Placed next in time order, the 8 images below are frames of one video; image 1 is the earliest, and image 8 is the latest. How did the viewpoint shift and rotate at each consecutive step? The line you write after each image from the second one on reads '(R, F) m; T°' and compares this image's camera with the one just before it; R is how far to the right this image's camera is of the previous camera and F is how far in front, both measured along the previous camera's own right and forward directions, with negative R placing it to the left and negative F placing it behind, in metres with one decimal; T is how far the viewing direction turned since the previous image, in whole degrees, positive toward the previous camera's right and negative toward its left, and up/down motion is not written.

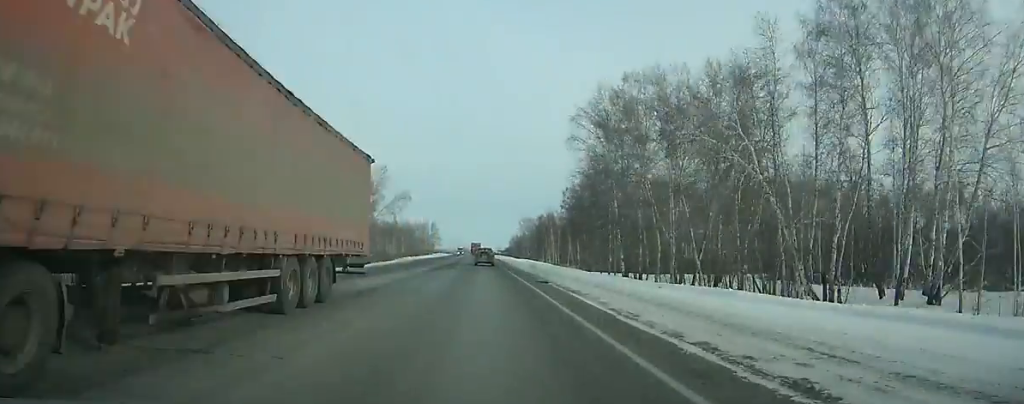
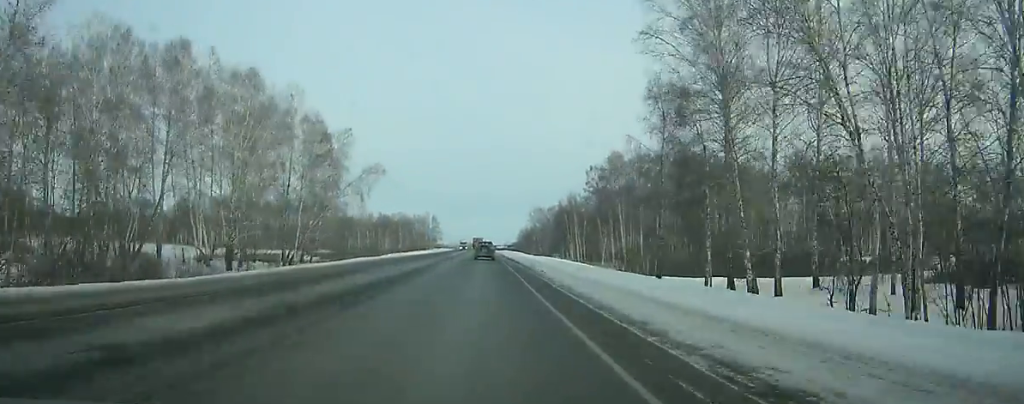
(+0.1, +34.3) m; 0°
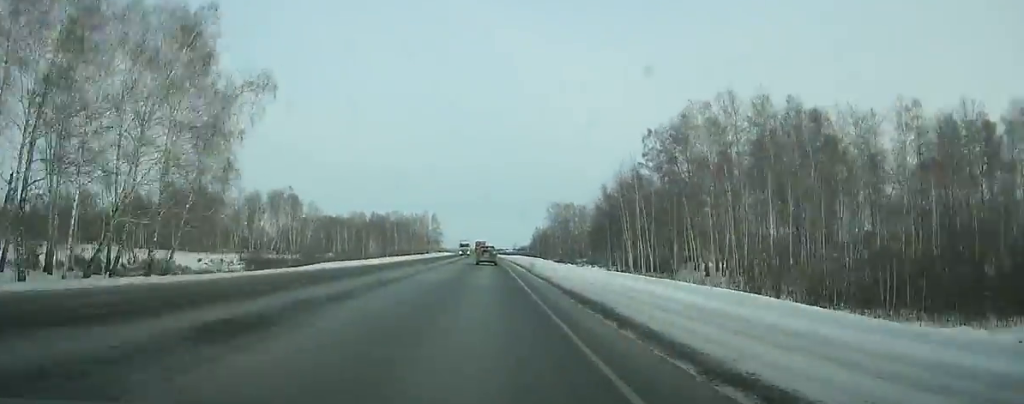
(-0.4, +46.8) m; 0°
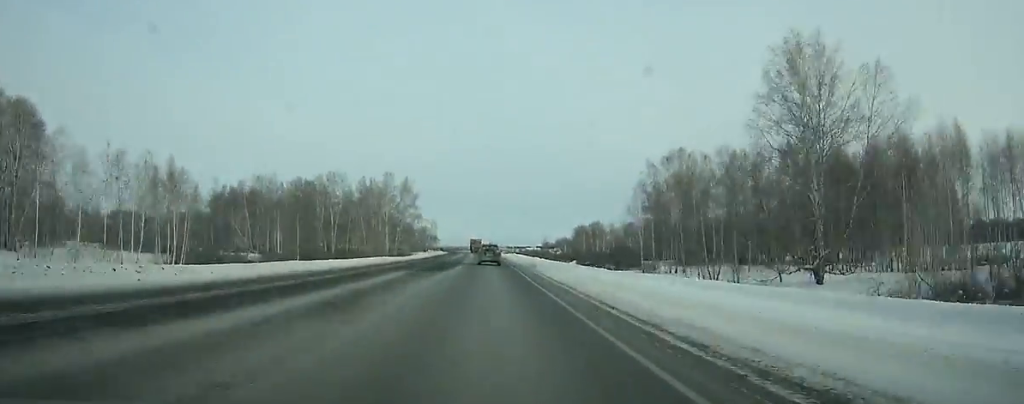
(-2.1, +156.3) m; -2°
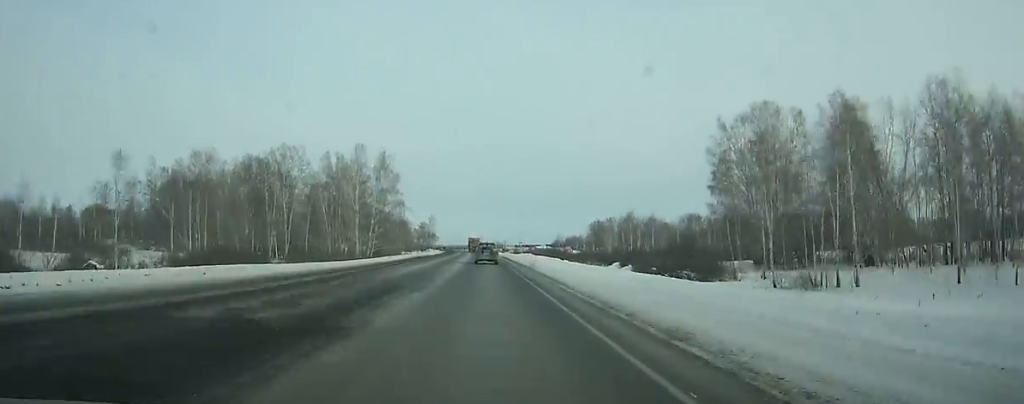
(-0.1, +43.8) m; -1°
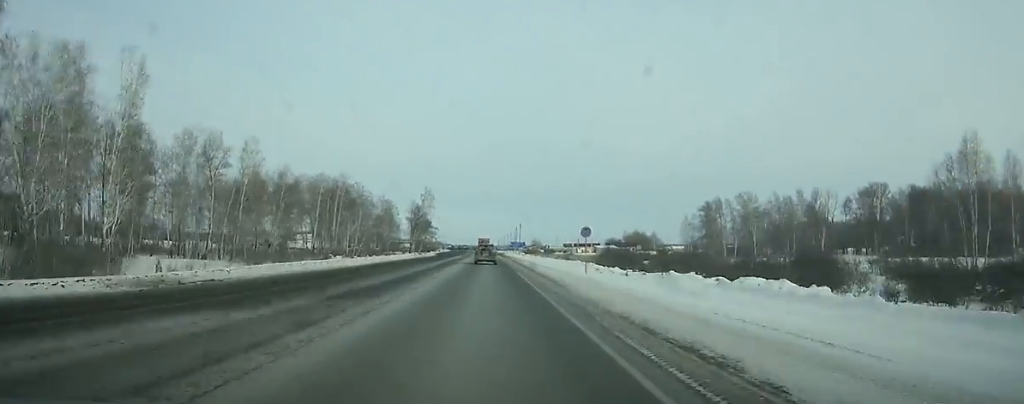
(-3.4, +155.1) m; -2°
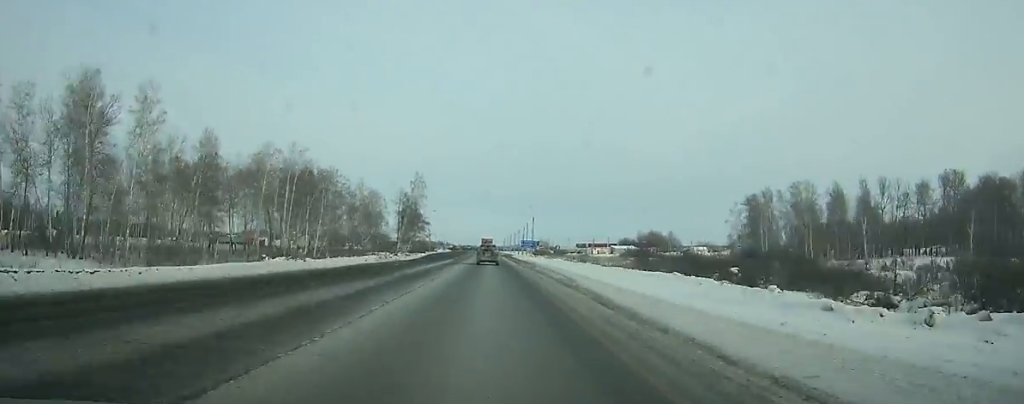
(-0.2, +35.5) m; 0°
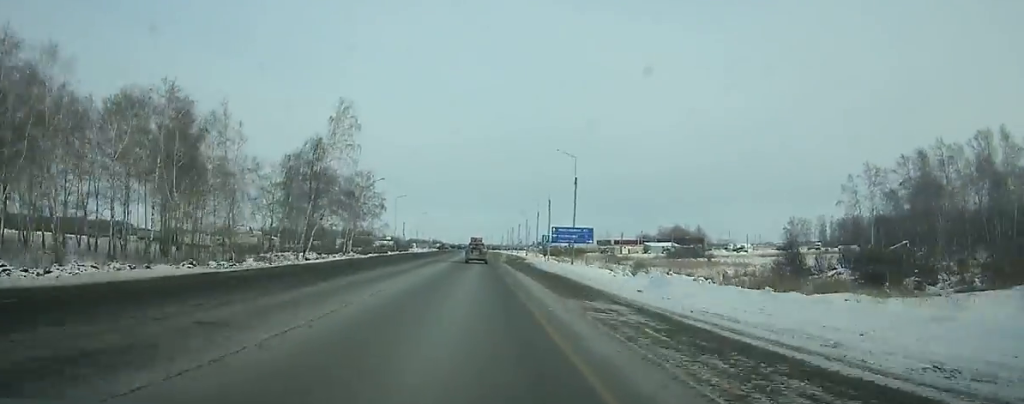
(-0.1, +74.1) m; 0°
